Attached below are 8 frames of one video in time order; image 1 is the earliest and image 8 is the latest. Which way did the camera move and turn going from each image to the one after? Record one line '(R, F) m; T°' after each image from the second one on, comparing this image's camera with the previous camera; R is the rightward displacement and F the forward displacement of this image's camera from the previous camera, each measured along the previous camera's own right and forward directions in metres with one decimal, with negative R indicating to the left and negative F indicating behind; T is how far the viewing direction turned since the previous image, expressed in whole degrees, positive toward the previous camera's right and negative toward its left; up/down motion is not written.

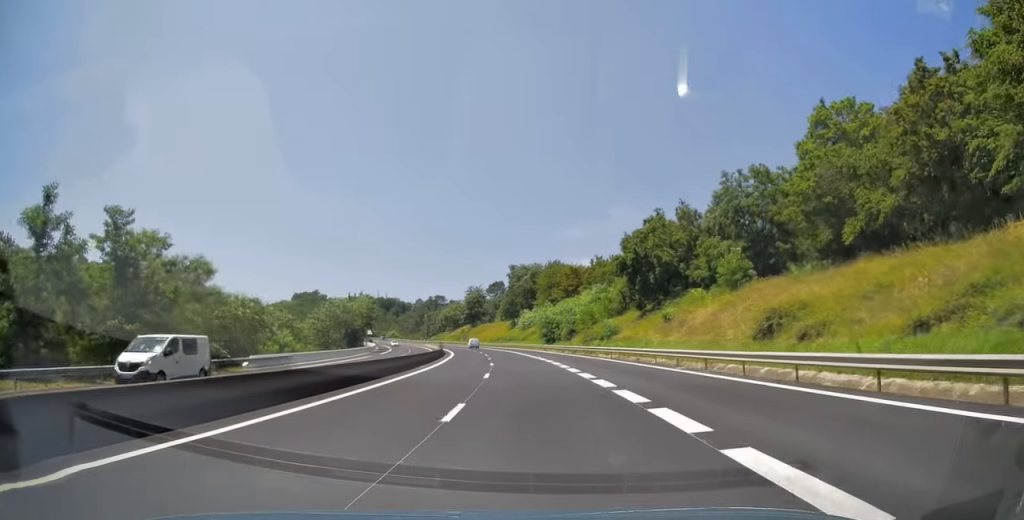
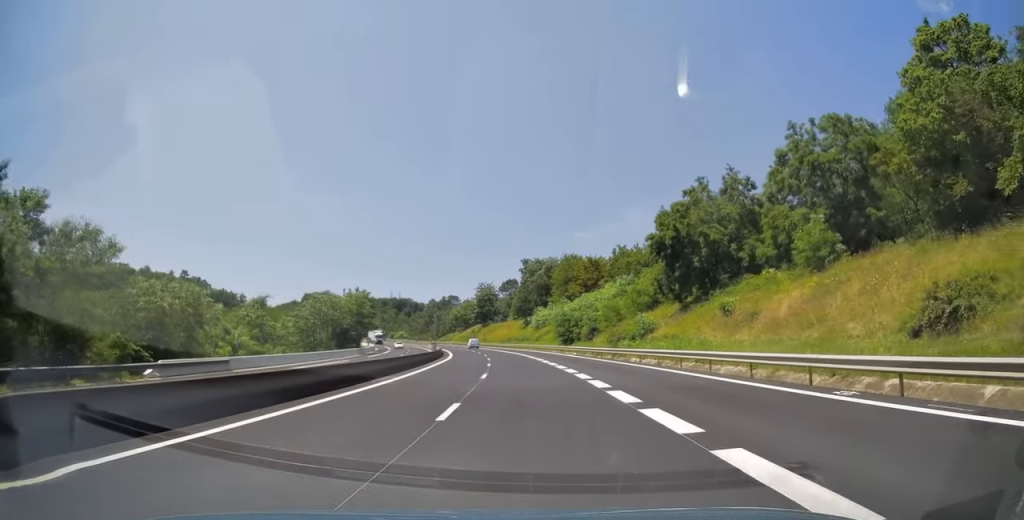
(0.0, +12.8) m; -2°
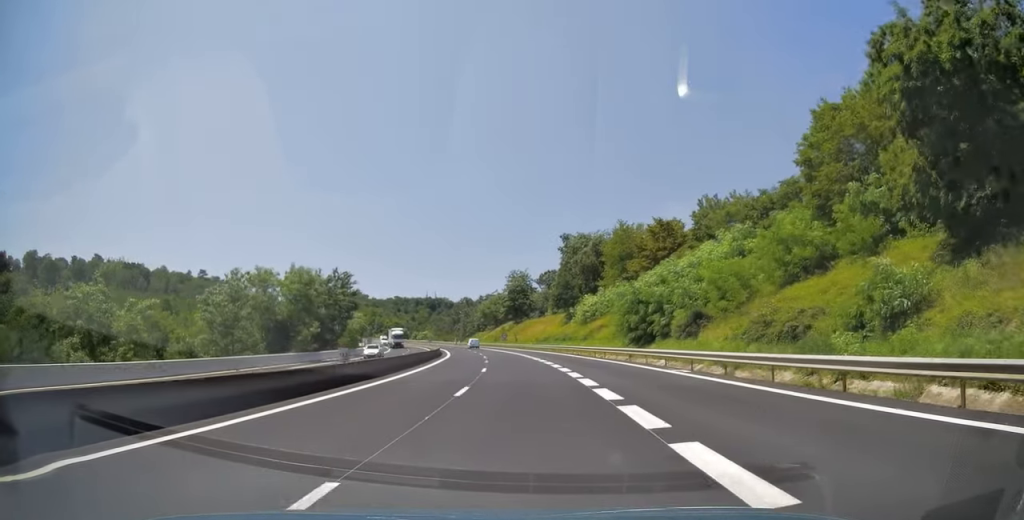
(-1.5, +33.8) m; -4°
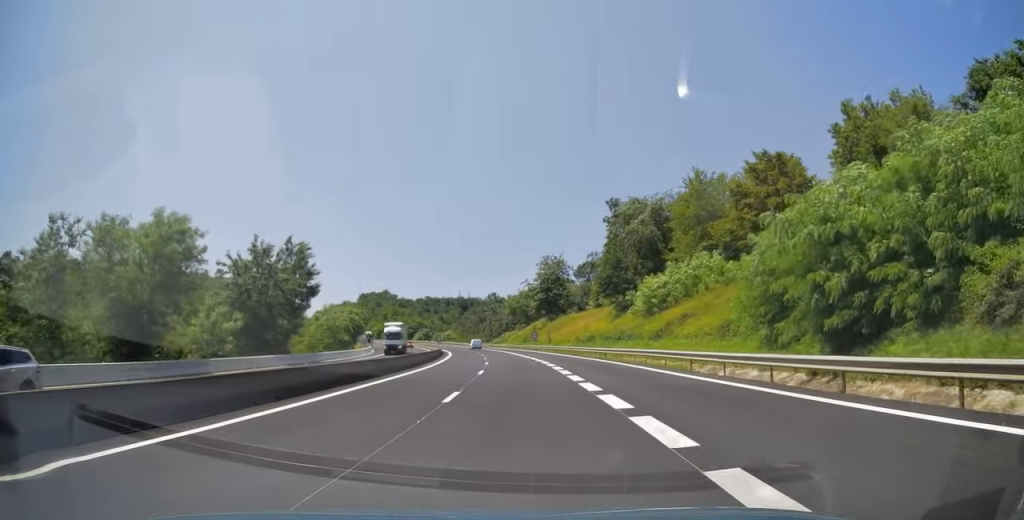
(-0.5, +27.7) m; -3°
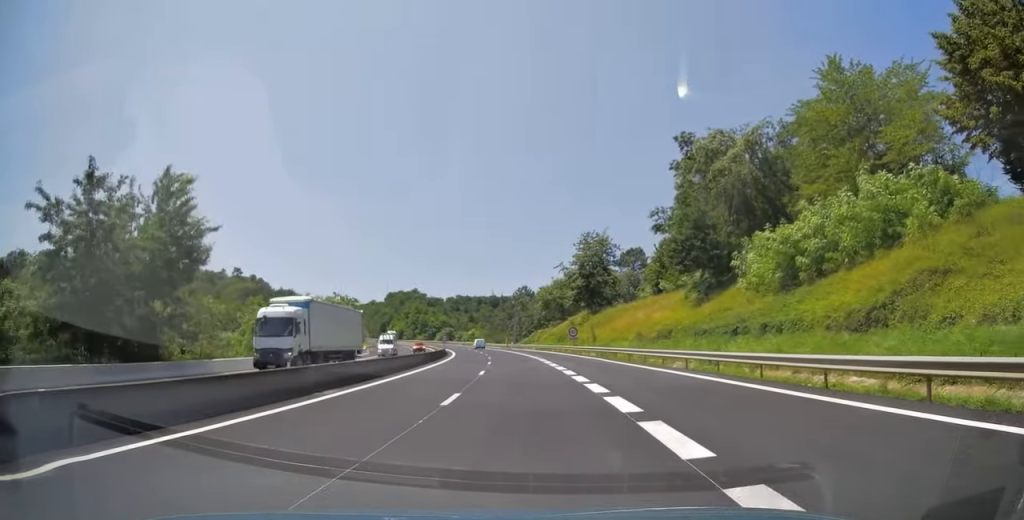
(-0.7, +26.5) m; -4°
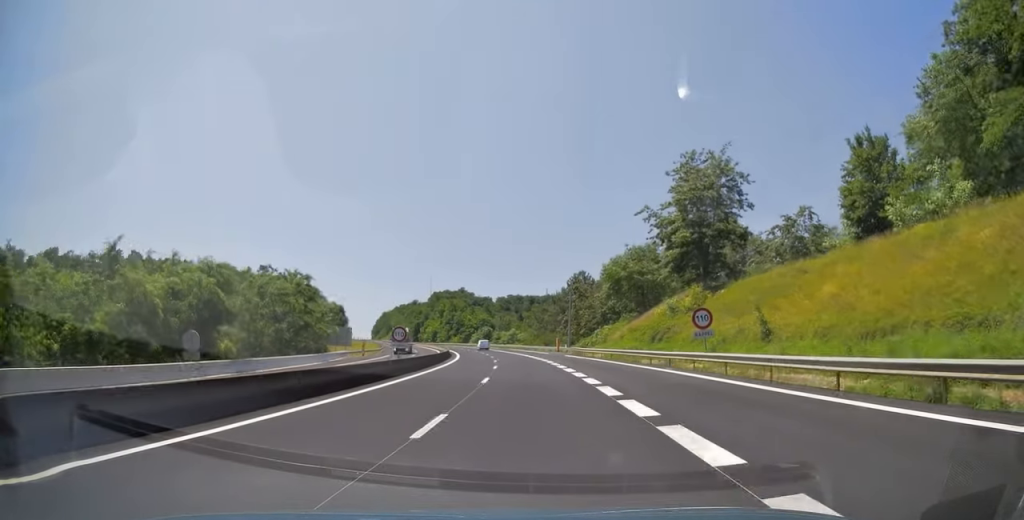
(-2.5, +43.4) m; -5°
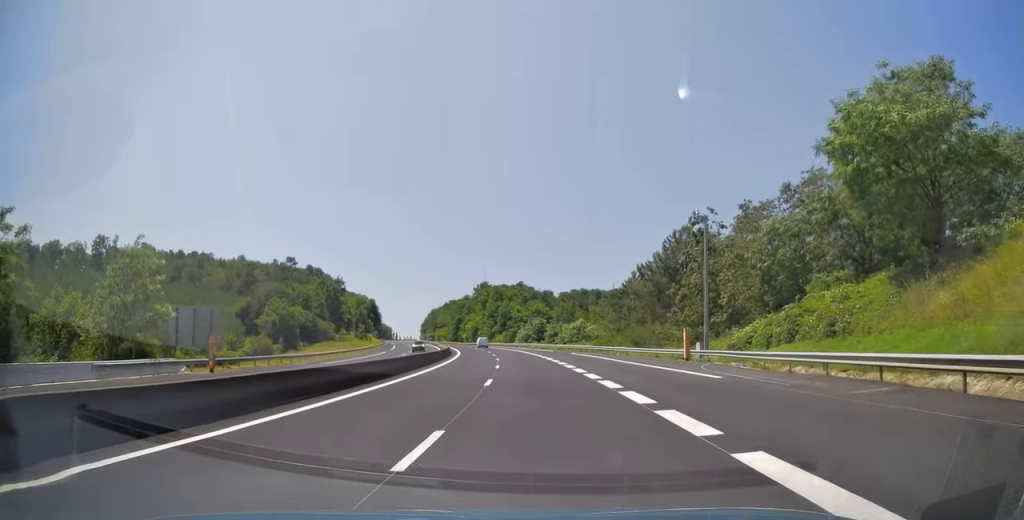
(-2.3, +54.2) m; -6°
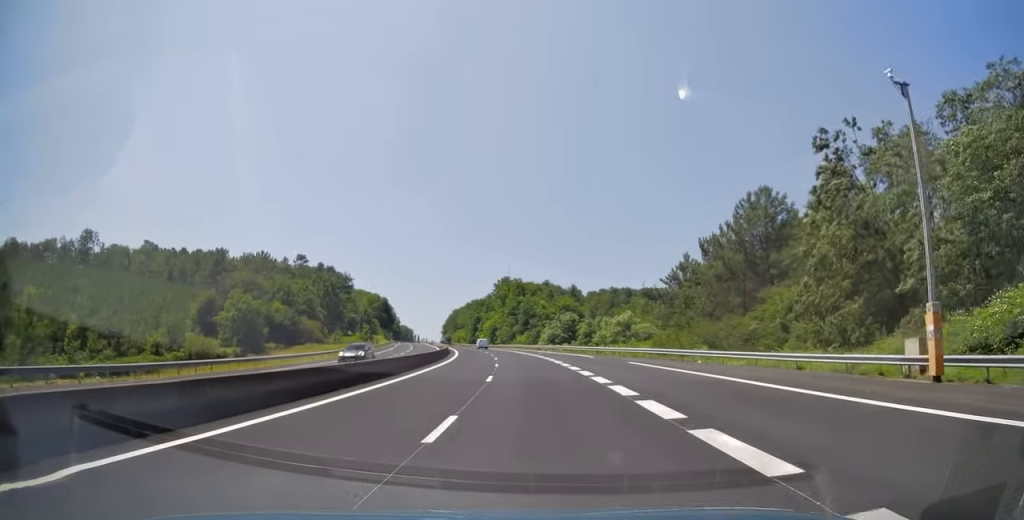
(-0.8, +24.1) m; -3°
